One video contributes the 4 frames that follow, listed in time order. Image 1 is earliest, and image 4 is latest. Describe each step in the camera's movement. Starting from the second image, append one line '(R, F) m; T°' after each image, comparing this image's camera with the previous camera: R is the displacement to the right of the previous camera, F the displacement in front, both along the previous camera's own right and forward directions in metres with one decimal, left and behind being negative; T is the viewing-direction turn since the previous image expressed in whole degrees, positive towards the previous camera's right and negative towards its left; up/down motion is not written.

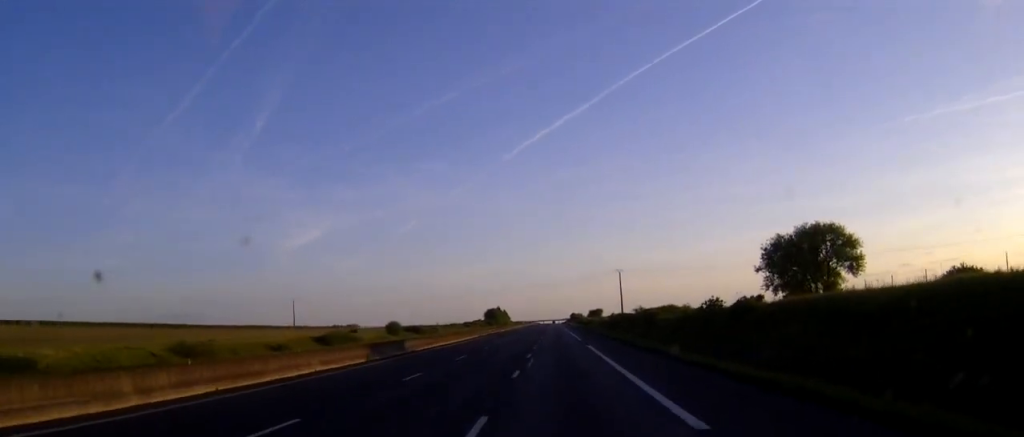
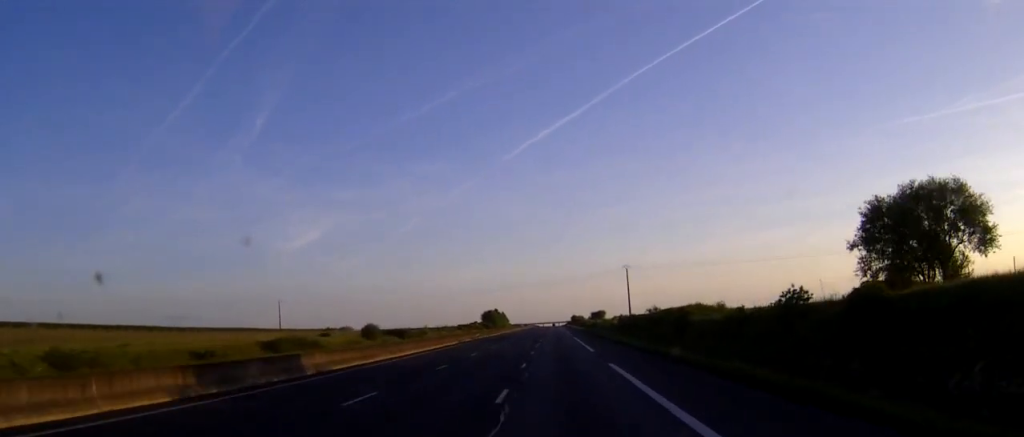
(0.0, +20.1) m; 0°
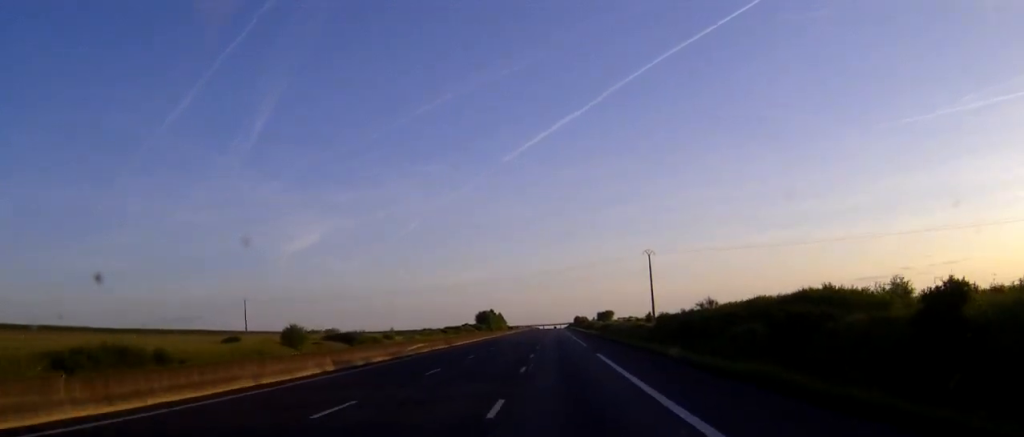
(-0.1, +41.9) m; 0°
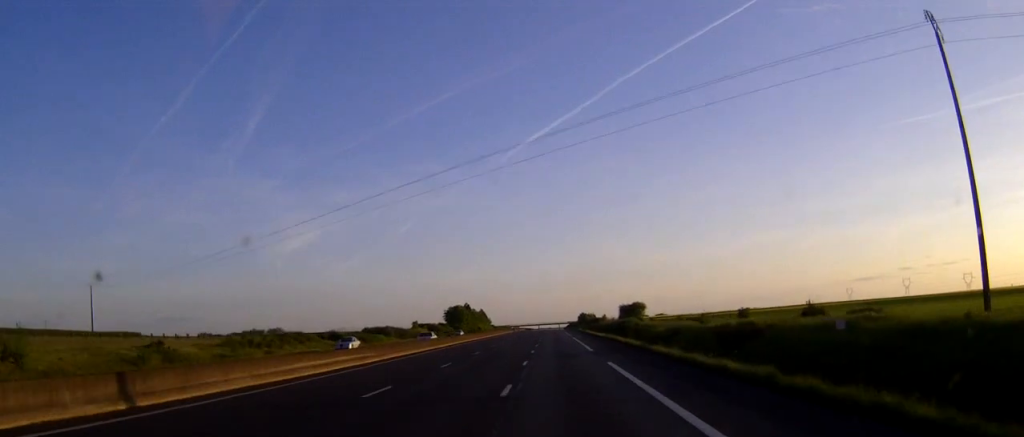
(+0.1, +113.7) m; 0°
